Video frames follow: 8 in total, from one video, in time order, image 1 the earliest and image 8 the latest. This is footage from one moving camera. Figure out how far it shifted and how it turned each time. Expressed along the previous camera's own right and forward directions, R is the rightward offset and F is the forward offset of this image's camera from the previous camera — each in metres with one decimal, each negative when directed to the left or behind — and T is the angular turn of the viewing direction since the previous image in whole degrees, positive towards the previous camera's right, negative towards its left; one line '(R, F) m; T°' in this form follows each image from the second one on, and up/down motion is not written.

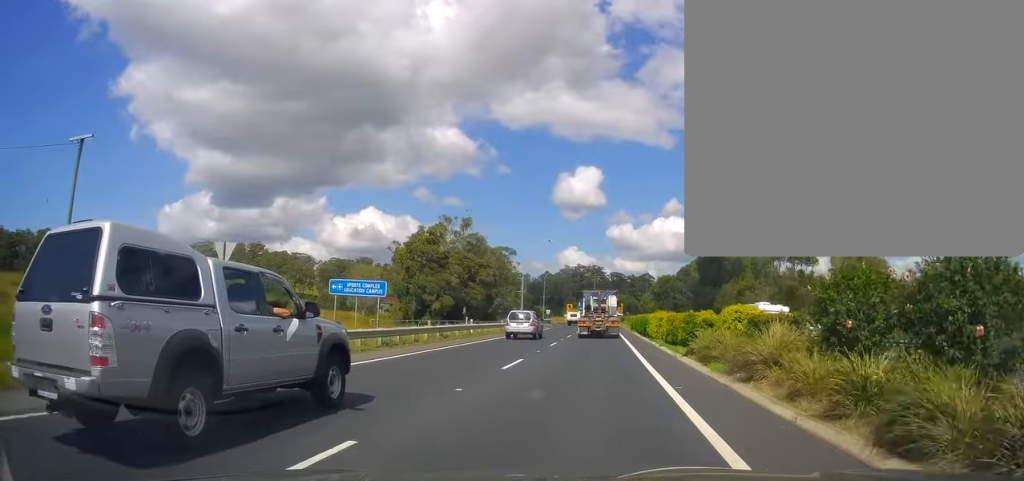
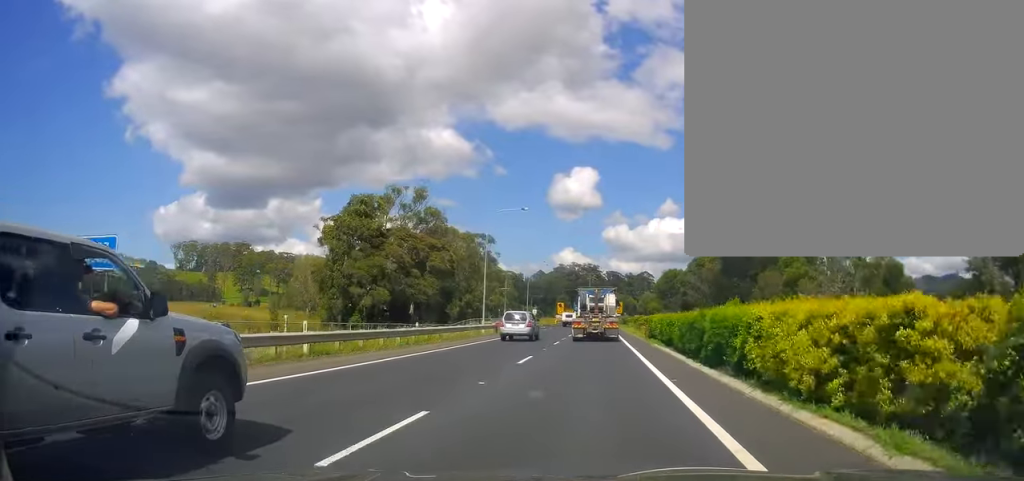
(-0.4, +22.1) m; +1°
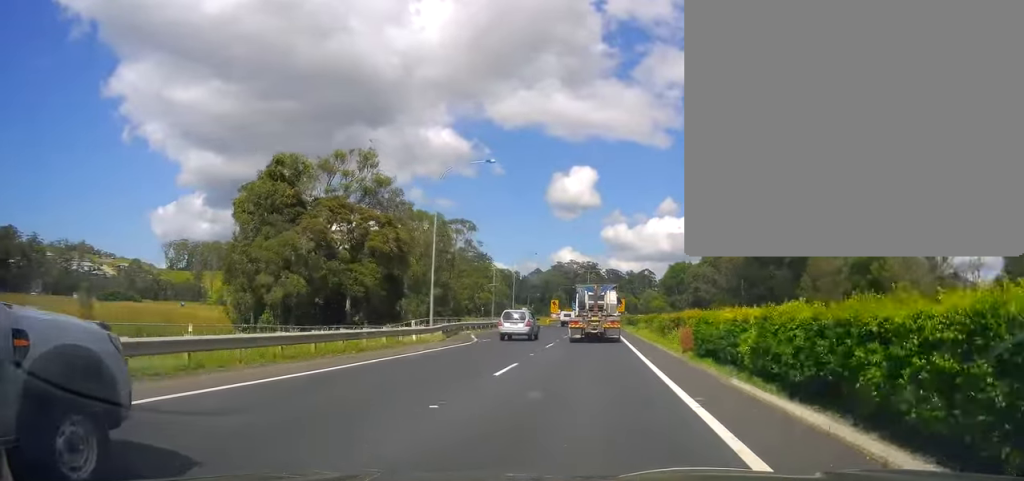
(+0.6, +15.9) m; +2°
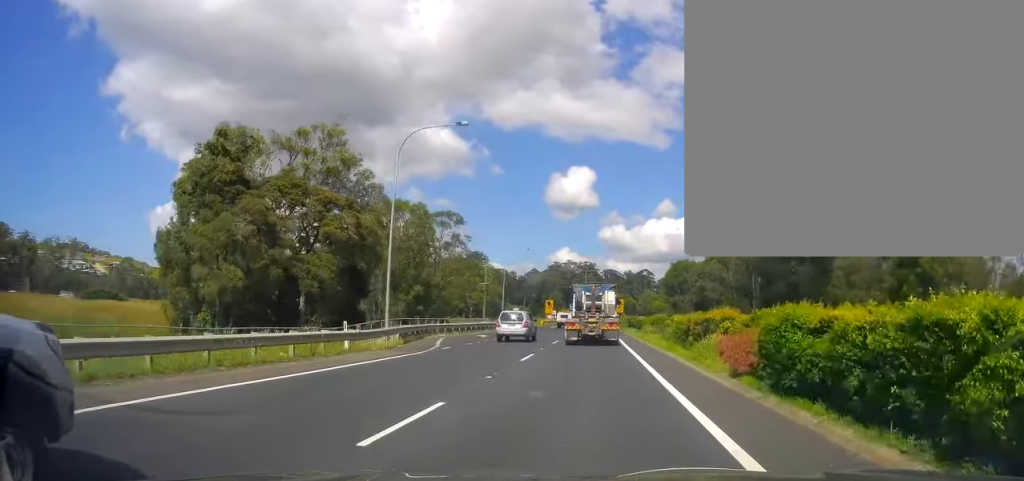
(-0.3, +7.4) m; 0°
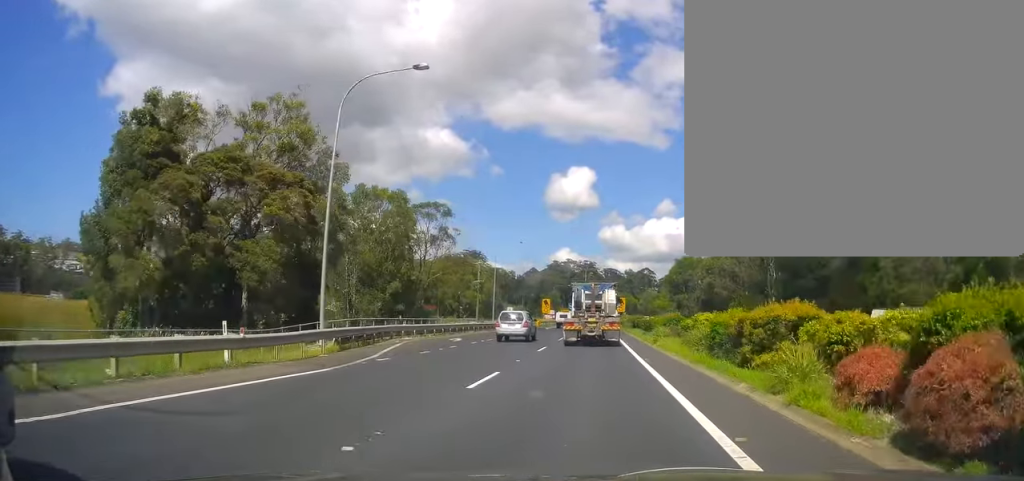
(+0.2, +7.2) m; -1°
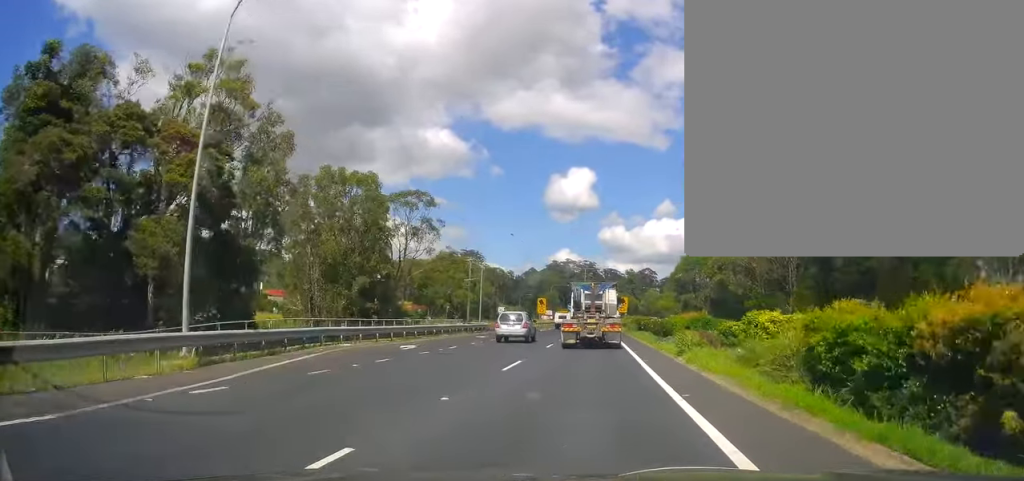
(+0.3, +8.4) m; -1°
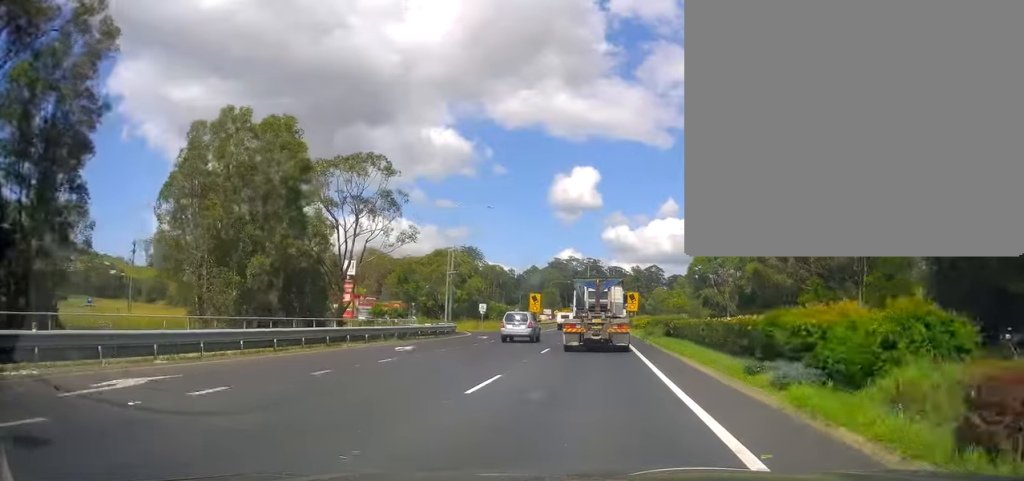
(-0.3, +16.6) m; +2°
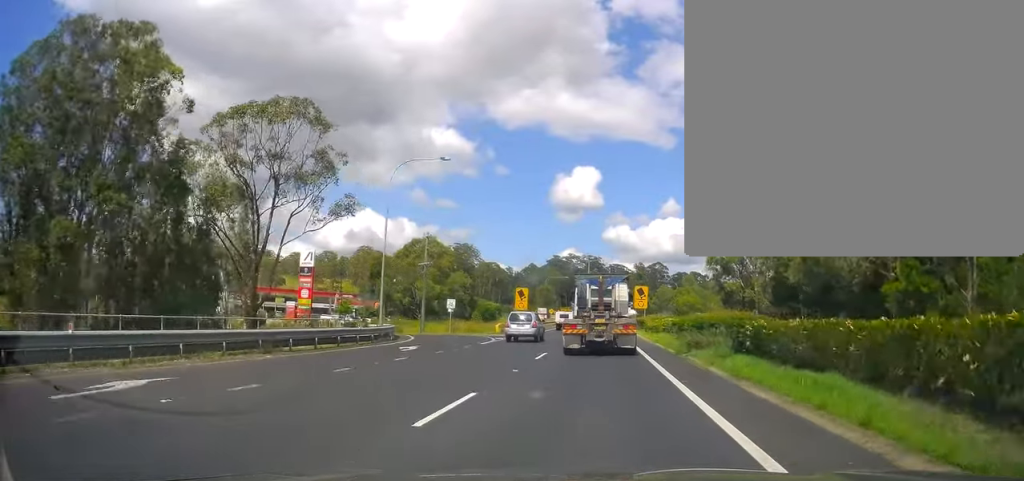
(+0.1, +15.0) m; -1°
